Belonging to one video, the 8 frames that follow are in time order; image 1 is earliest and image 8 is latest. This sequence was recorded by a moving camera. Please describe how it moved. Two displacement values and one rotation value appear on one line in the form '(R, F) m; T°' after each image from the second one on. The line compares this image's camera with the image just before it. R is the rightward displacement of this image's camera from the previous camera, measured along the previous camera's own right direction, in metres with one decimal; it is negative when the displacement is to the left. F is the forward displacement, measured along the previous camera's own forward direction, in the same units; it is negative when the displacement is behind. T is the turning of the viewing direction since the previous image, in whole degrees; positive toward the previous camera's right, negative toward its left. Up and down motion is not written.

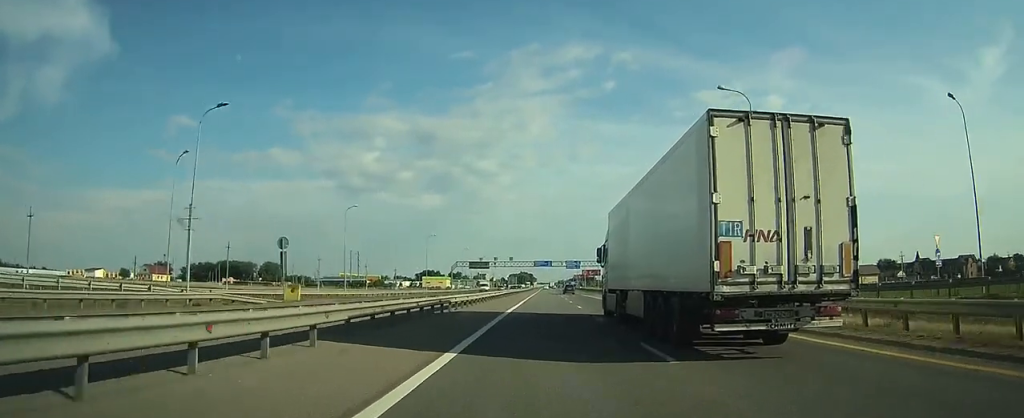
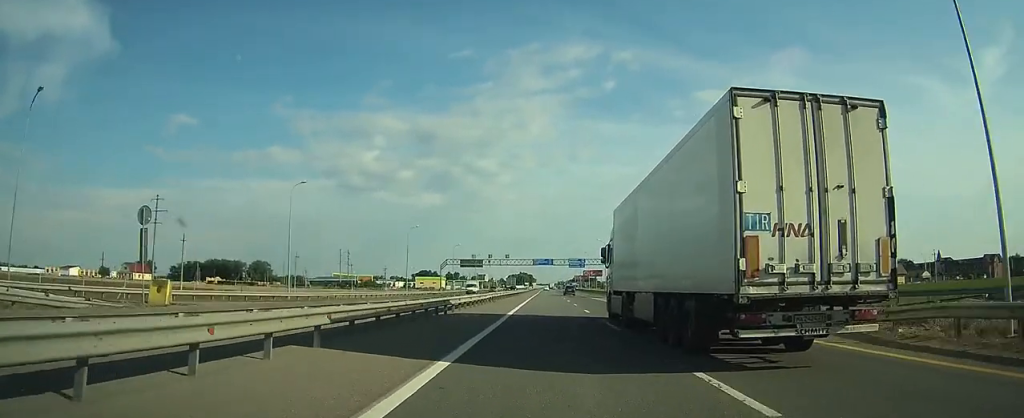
(0.0, +16.0) m; 0°
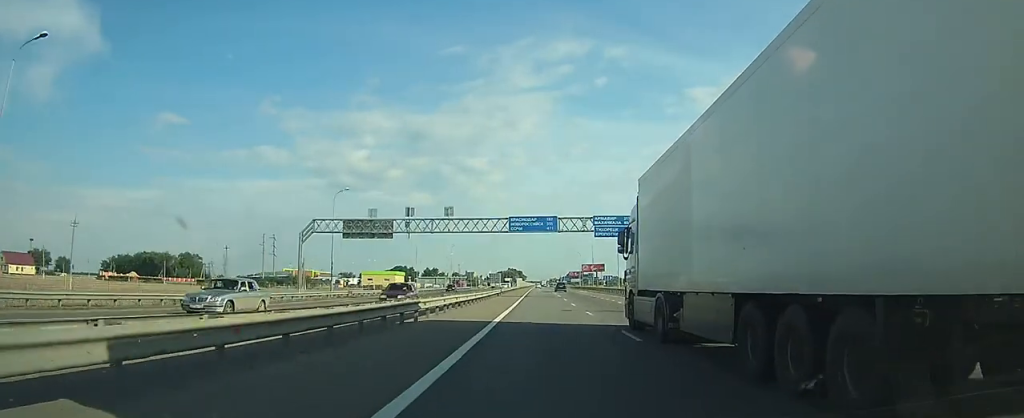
(+0.2, +75.5) m; +1°
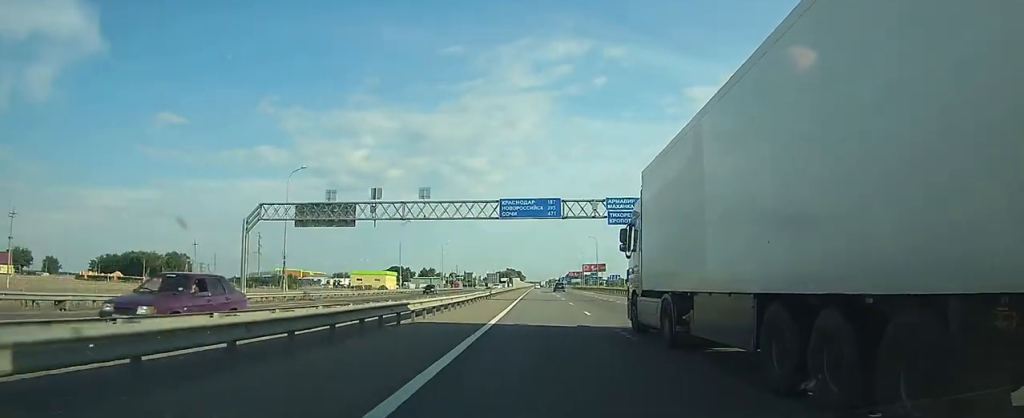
(0.0, +11.5) m; 0°
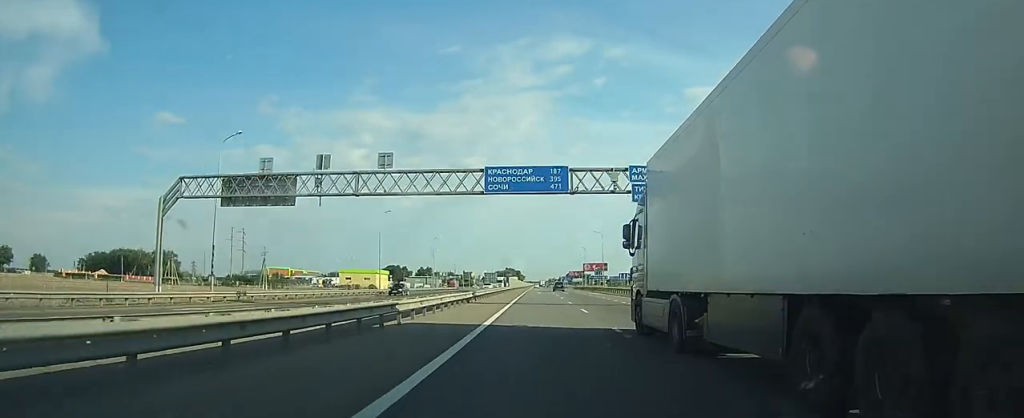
(0.0, +11.5) m; 0°
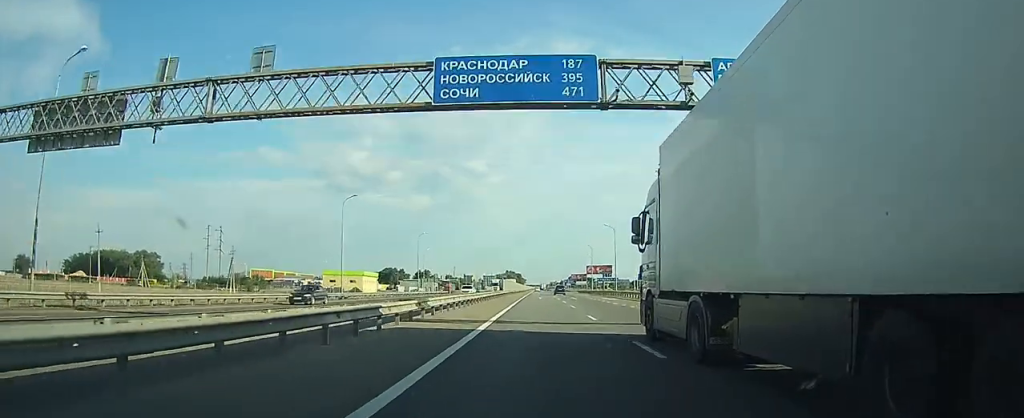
(+0.1, +15.9) m; 0°
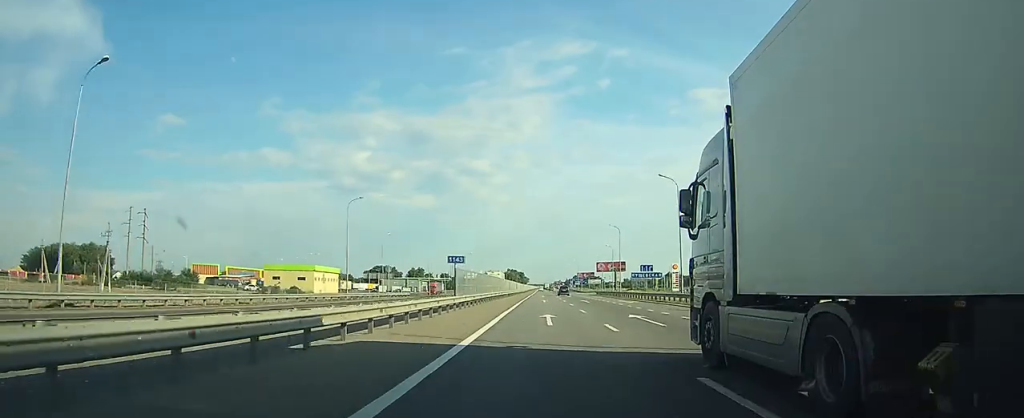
(-0.2, +40.6) m; 0°
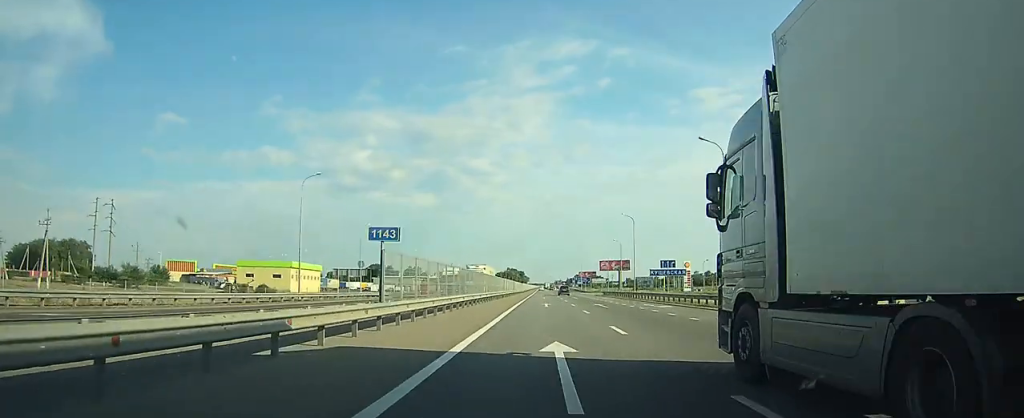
(0.0, +13.3) m; 0°
